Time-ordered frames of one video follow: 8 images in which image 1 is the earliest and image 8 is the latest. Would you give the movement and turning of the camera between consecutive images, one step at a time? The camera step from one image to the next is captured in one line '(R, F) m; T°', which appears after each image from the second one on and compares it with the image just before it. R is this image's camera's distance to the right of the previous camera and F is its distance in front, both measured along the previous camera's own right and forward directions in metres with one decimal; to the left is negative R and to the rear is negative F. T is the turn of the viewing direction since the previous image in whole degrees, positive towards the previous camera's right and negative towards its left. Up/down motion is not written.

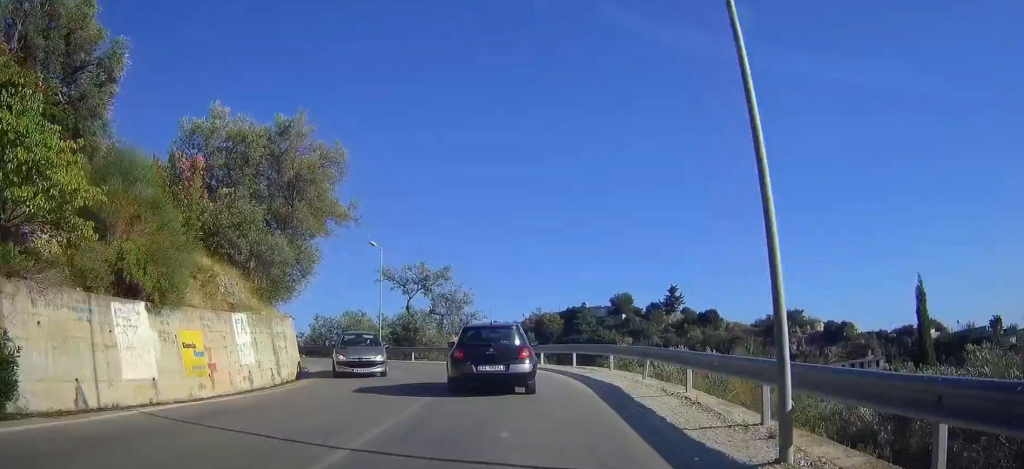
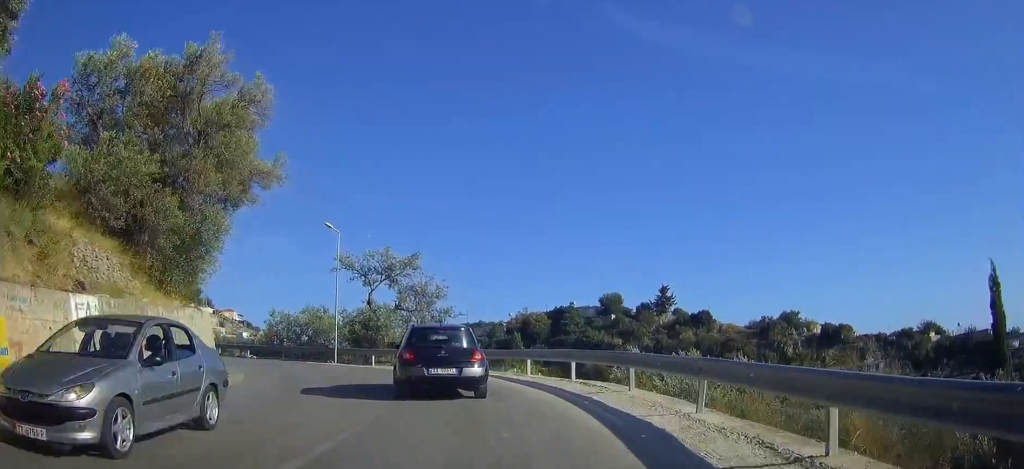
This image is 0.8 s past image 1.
(+0.2, +6.7) m; +3°
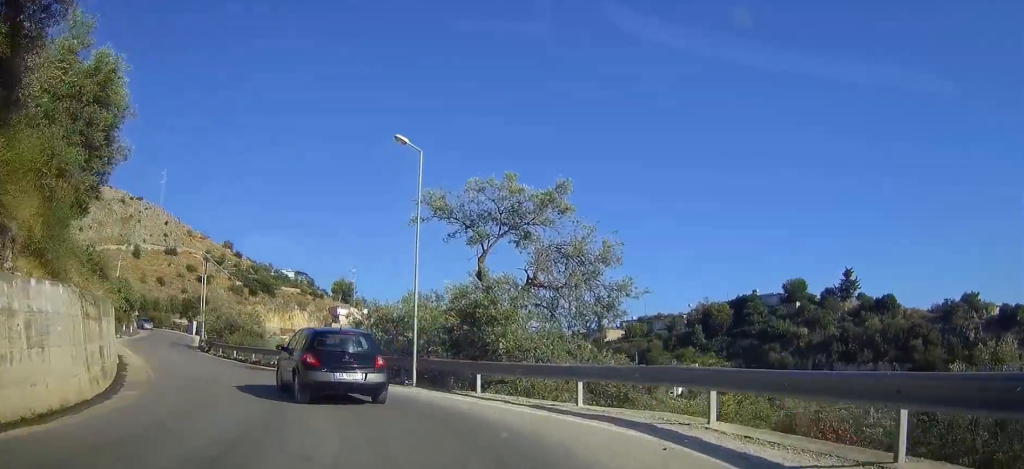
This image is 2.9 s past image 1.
(-0.9, +16.3) m; -18°
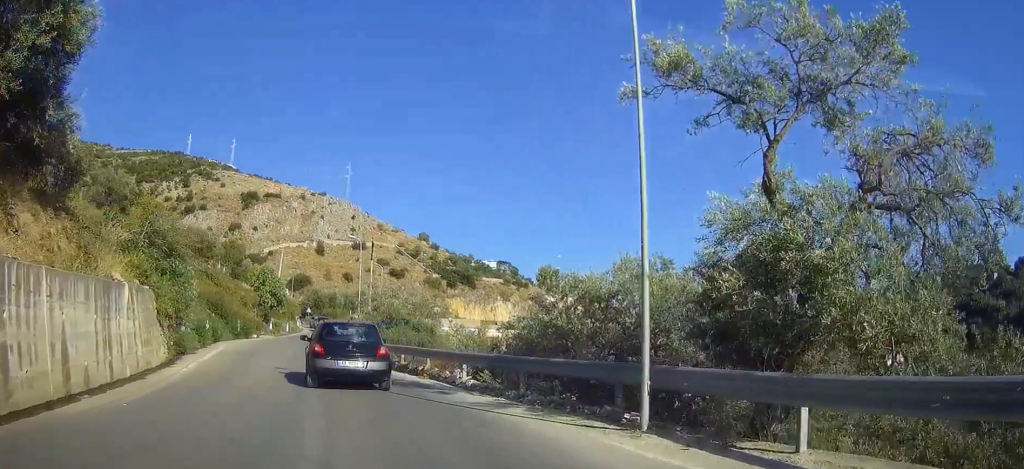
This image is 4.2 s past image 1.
(-1.5, +9.9) m; -9°
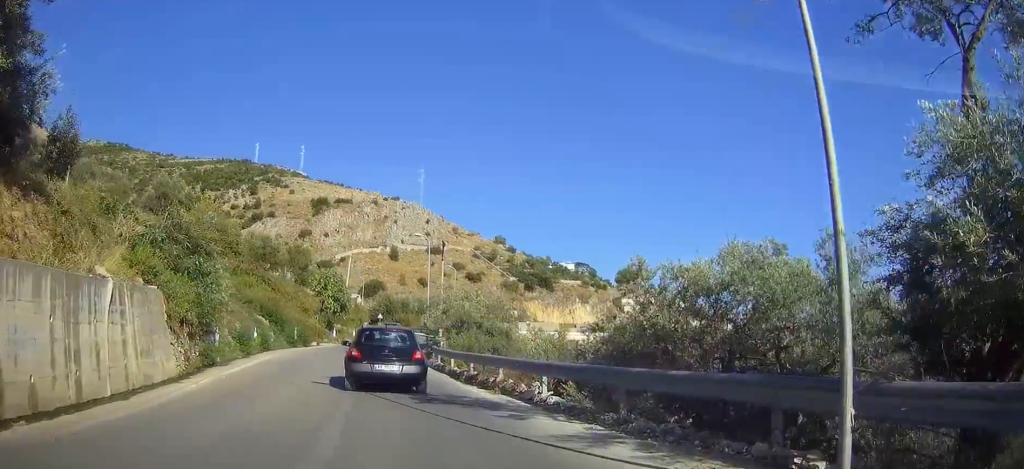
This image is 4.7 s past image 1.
(0.0, +3.5) m; -4°
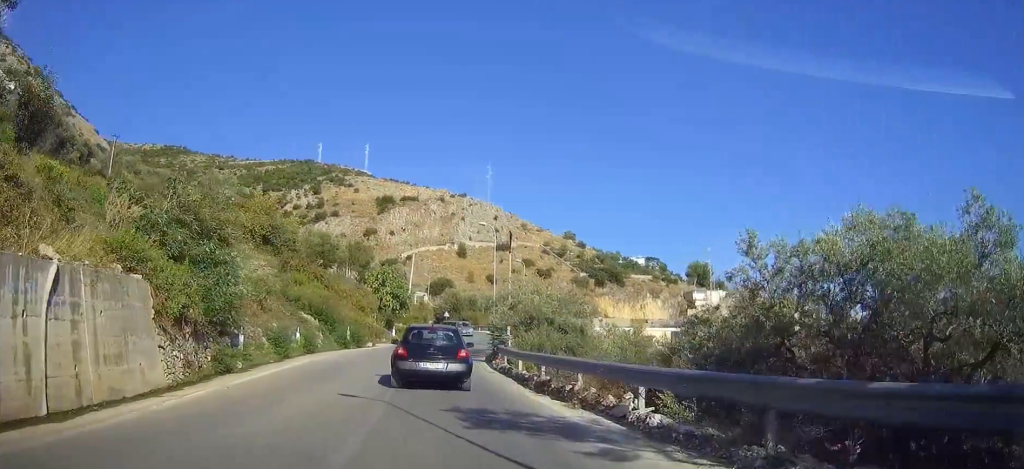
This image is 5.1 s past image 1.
(+0.2, +3.5) m; -5°
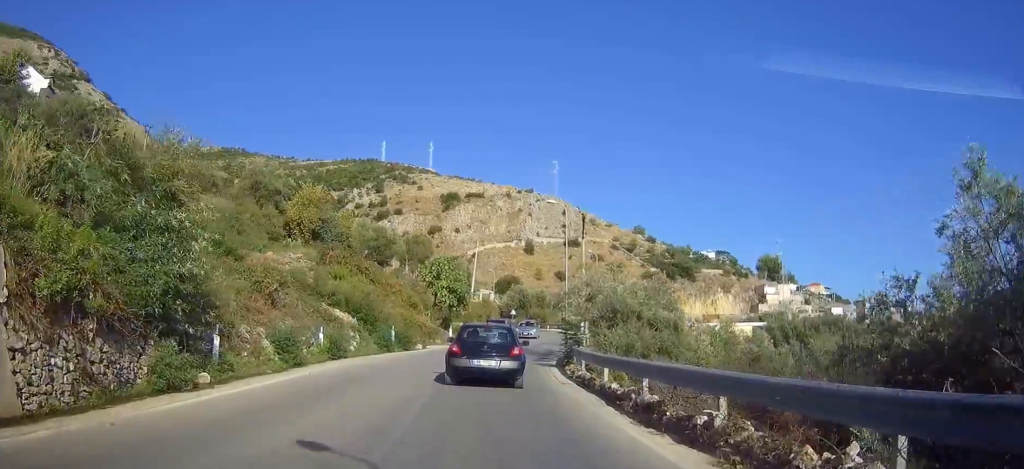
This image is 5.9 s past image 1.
(-0.7, +5.6) m; -8°
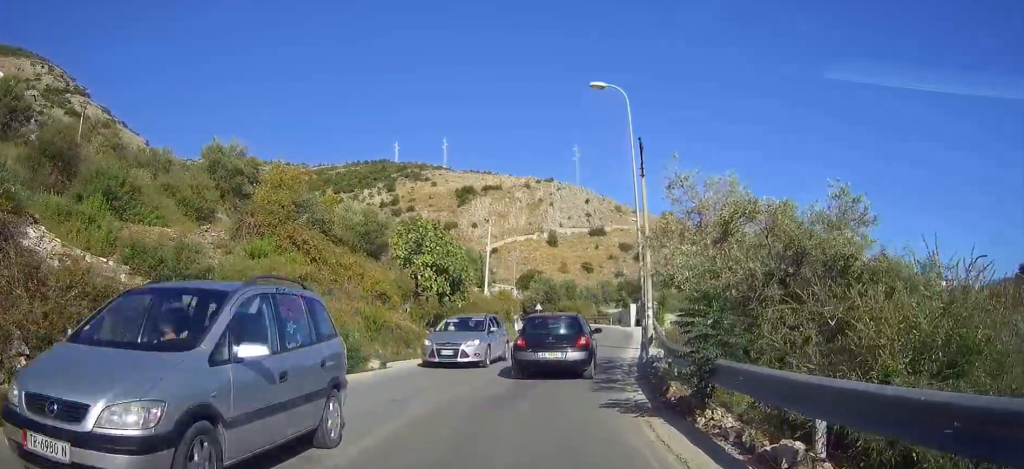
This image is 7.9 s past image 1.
(-1.4, +14.8) m; -6°
